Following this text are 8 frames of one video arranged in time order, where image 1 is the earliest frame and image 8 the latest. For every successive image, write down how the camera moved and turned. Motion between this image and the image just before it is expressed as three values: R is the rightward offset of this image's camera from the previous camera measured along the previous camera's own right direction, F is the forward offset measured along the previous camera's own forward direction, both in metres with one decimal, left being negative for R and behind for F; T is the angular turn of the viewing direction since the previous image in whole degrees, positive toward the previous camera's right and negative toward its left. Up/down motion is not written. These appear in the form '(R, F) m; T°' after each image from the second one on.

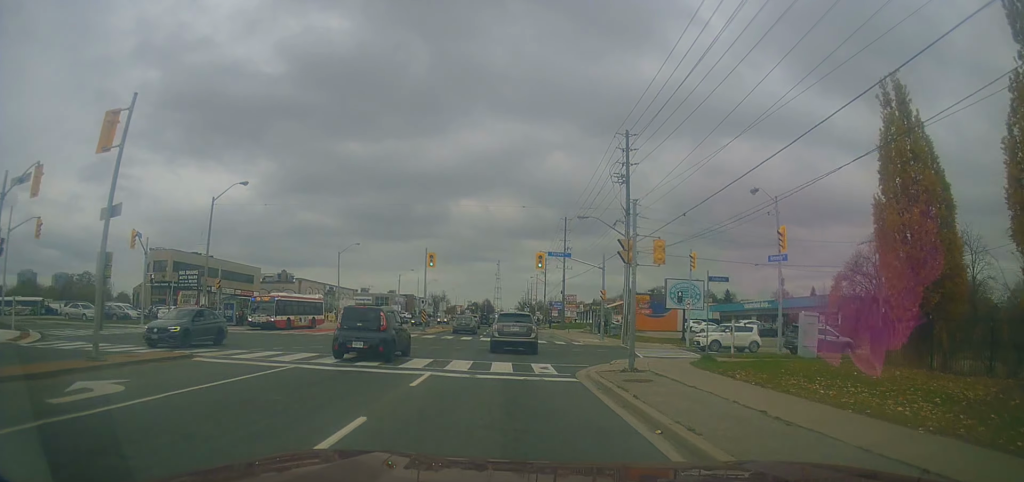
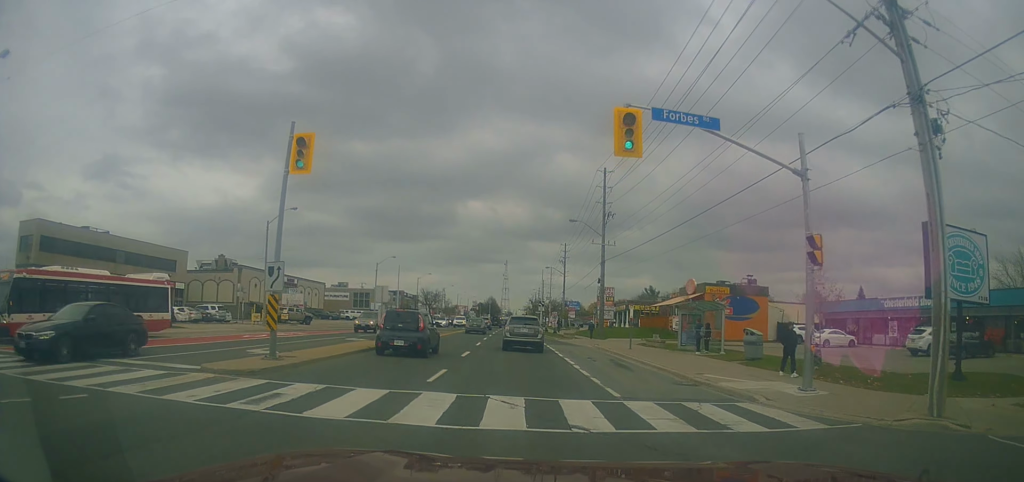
(-0.6, +28.3) m; -4°
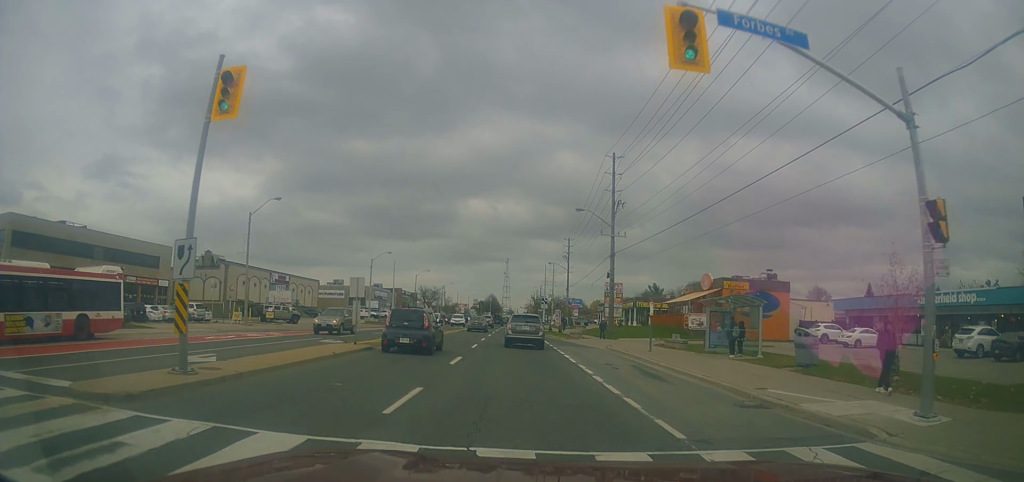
(-0.1, +4.5) m; 0°
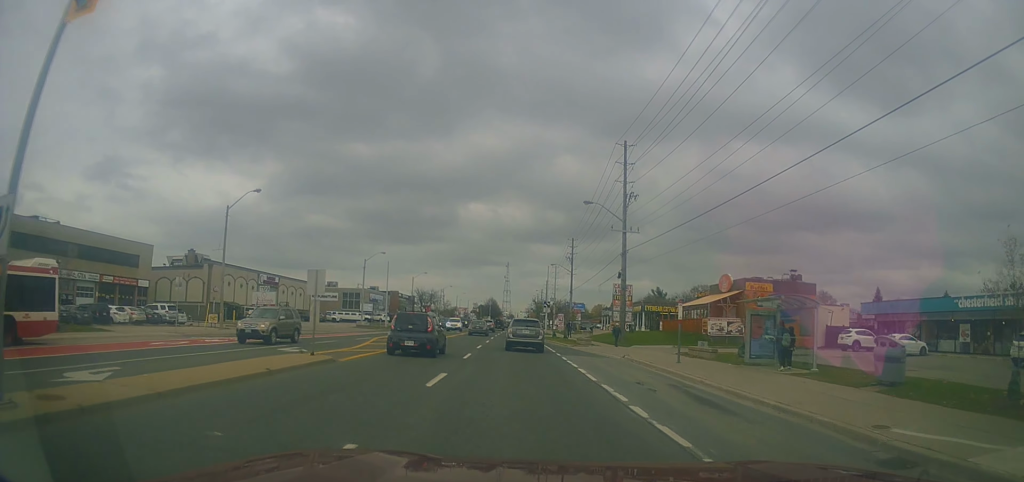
(+0.1, +4.8) m; +2°
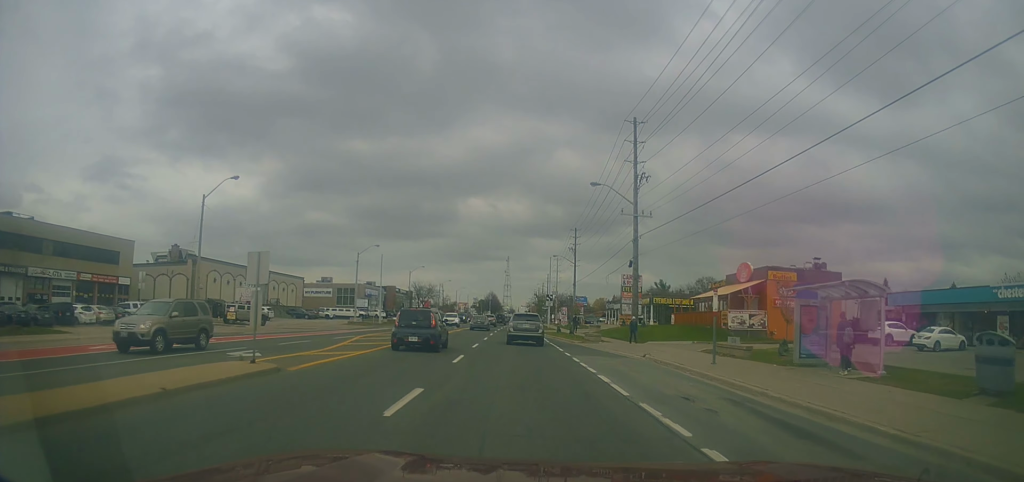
(0.0, +4.2) m; +2°
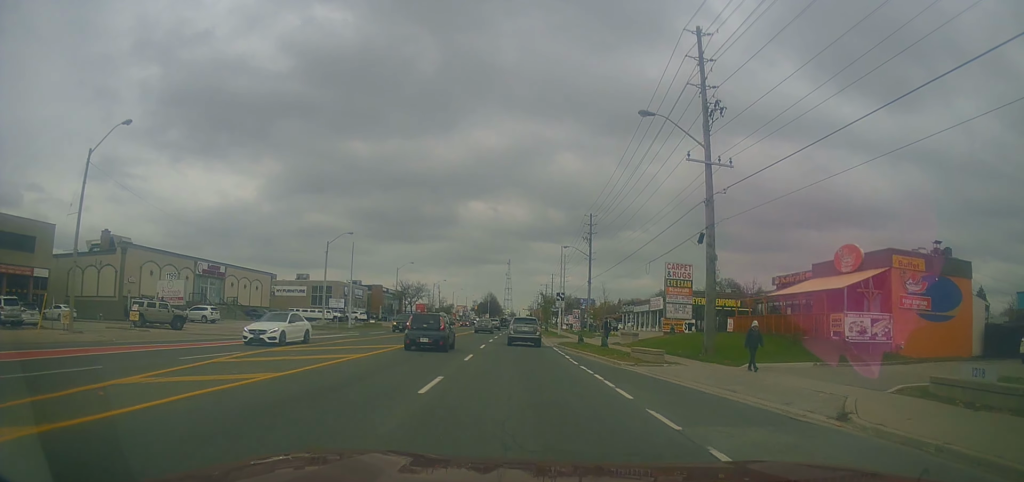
(+0.2, +15.0) m; 0°
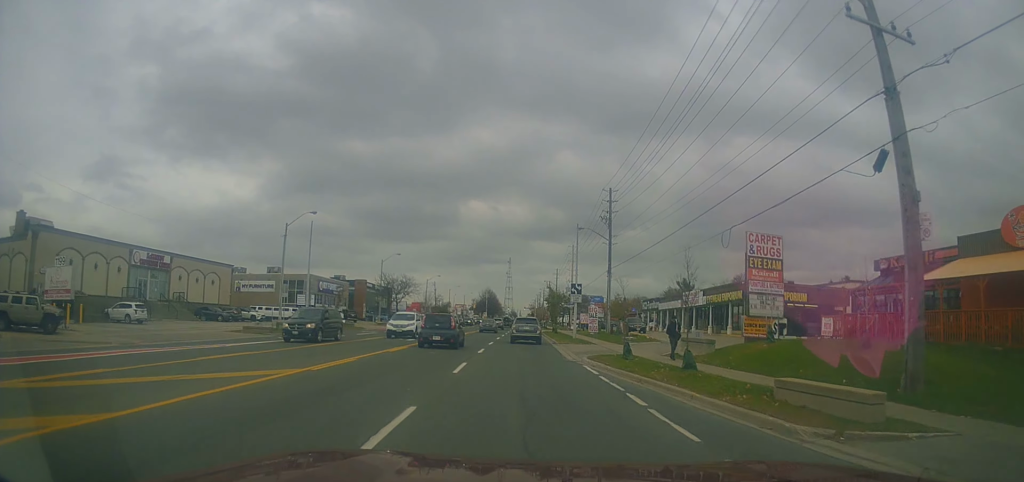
(+0.1, +13.7) m; 0°
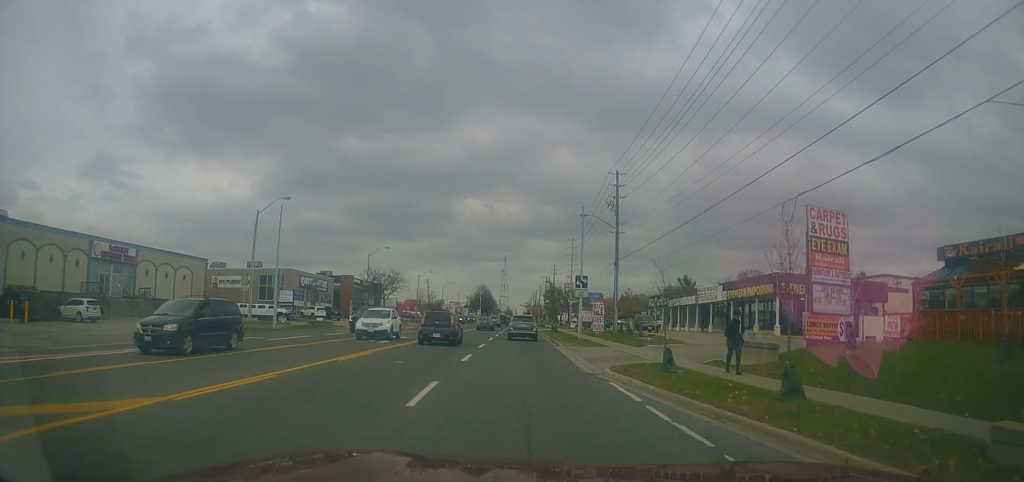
(0.0, +6.0) m; -1°
